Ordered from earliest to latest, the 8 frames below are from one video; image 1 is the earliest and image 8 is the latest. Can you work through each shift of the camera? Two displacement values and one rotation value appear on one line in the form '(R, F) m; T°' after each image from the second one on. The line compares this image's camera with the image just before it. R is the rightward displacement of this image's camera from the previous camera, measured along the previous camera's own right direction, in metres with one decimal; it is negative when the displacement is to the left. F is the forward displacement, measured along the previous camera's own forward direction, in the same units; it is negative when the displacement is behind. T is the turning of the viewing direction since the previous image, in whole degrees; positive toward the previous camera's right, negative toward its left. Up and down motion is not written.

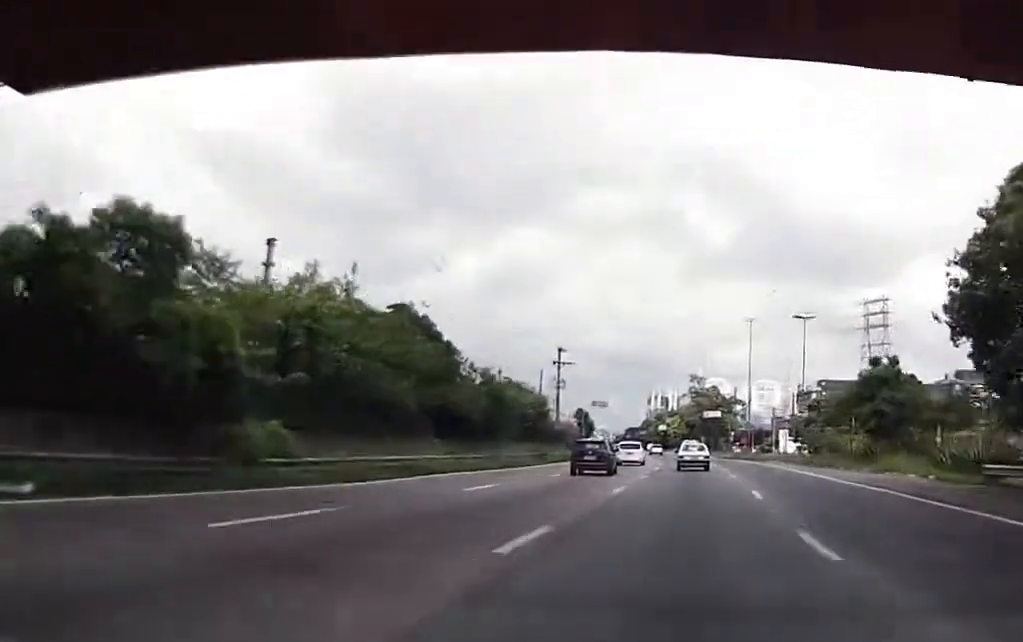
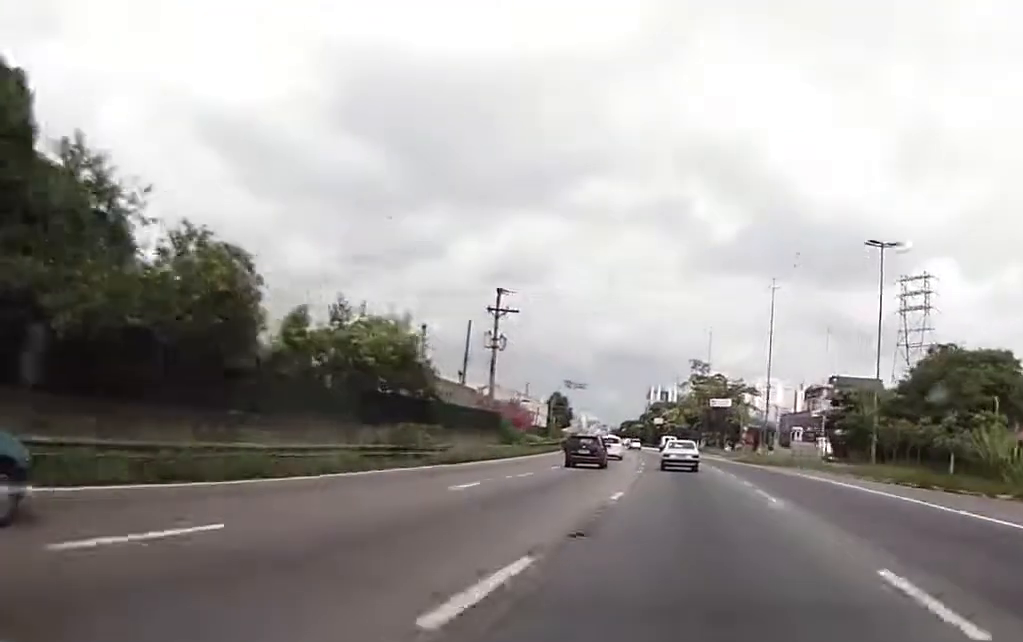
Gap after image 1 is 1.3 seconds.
(+0.2, +27.3) m; +1°
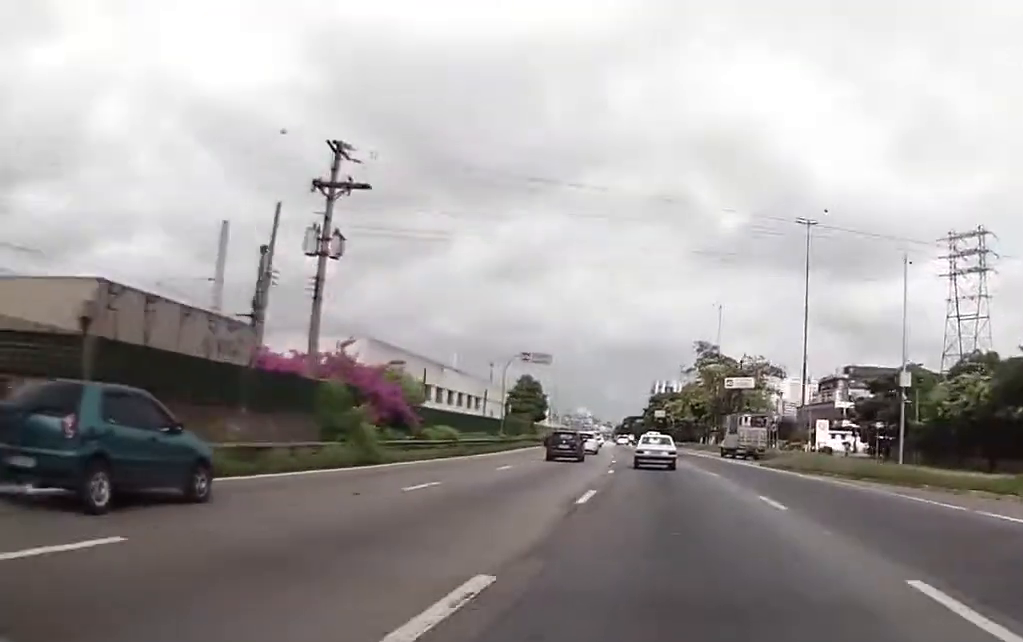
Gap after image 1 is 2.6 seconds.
(+0.5, +26.2) m; 0°
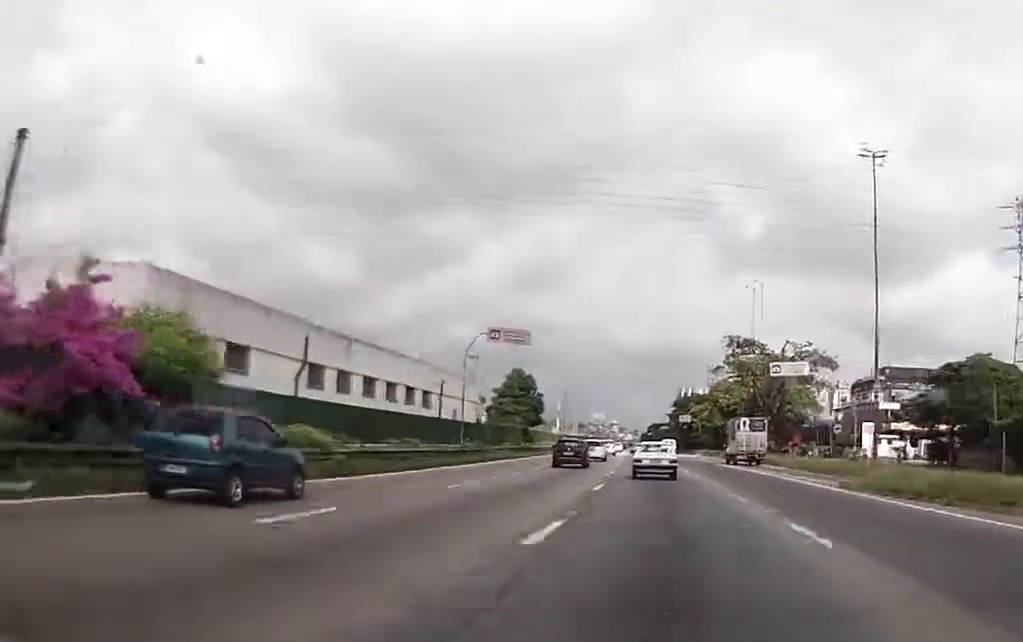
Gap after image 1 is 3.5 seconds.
(-0.4, +18.2) m; -2°
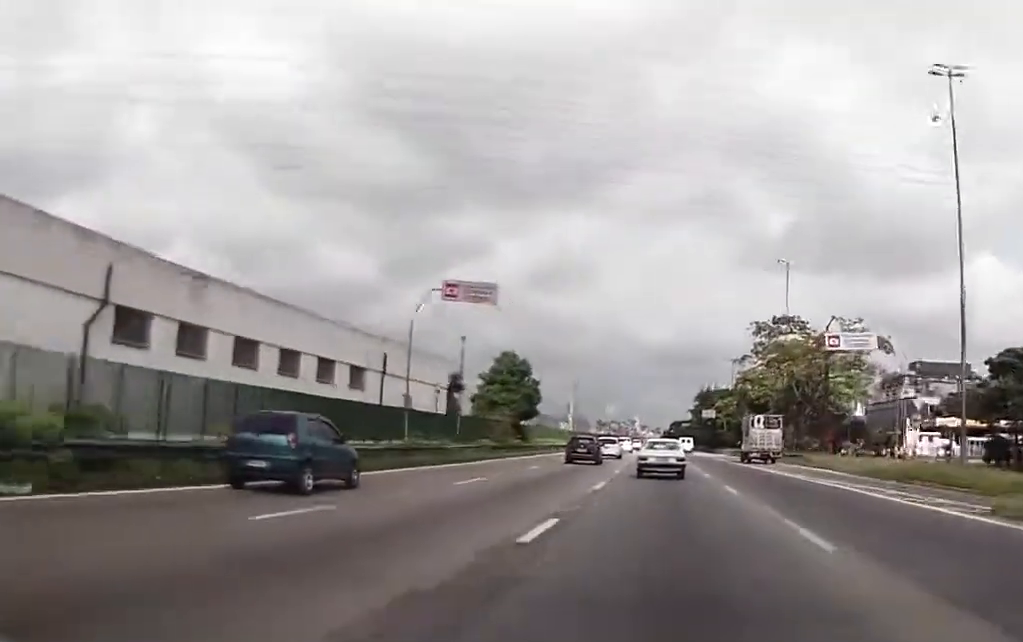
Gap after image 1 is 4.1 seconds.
(-0.1, +12.6) m; -1°
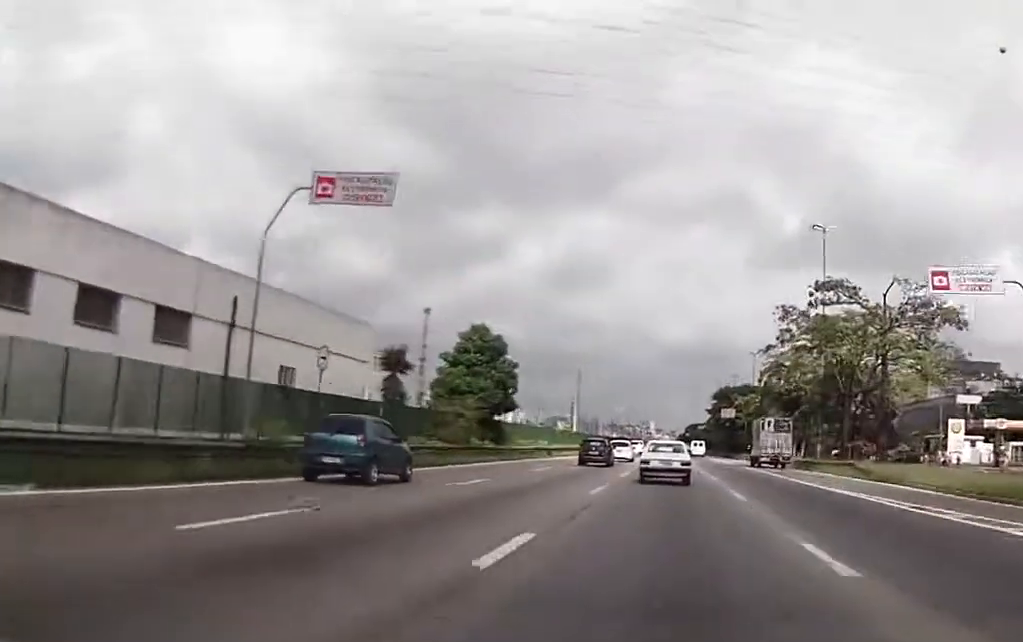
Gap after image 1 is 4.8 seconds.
(-0.1, +13.9) m; -1°
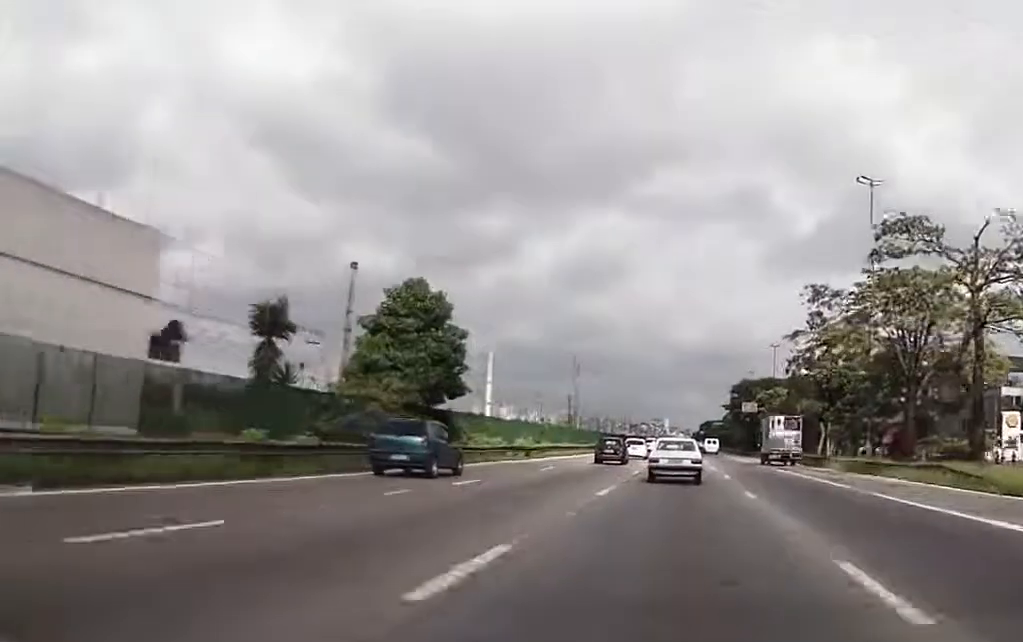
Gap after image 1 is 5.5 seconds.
(-0.1, +14.5) m; -2°
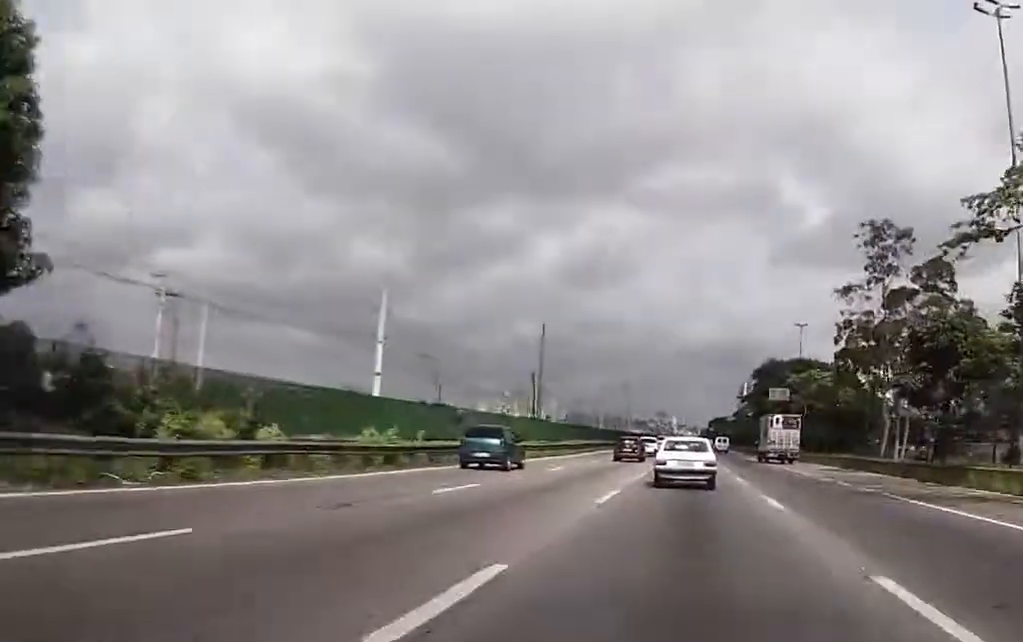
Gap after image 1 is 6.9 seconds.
(-0.6, +26.1) m; -1°
